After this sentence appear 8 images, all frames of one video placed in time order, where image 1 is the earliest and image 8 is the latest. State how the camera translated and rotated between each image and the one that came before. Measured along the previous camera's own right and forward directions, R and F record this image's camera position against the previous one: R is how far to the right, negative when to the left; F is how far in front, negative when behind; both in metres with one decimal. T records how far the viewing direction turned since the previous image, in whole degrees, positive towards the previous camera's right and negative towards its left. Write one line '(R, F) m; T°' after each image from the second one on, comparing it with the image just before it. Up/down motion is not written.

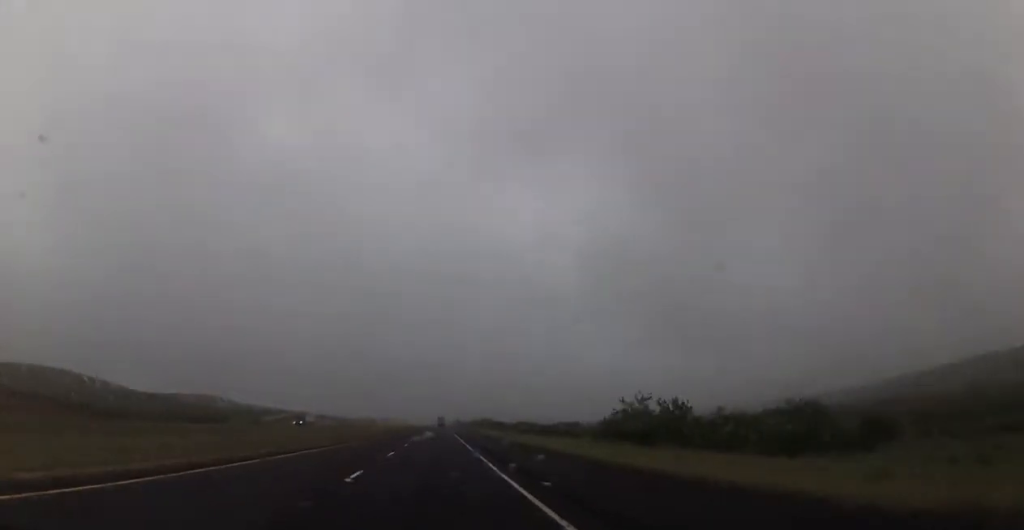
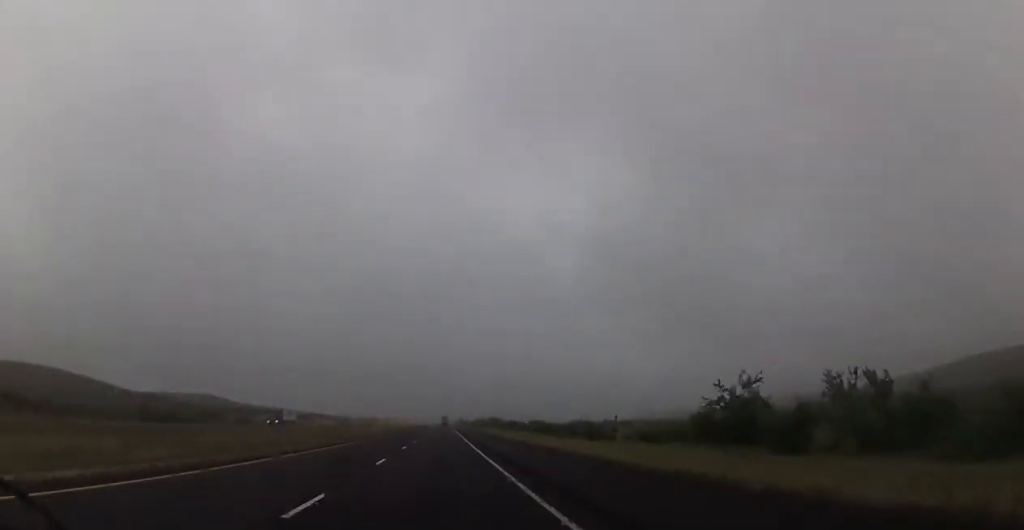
(-0.1, +18.4) m; 0°
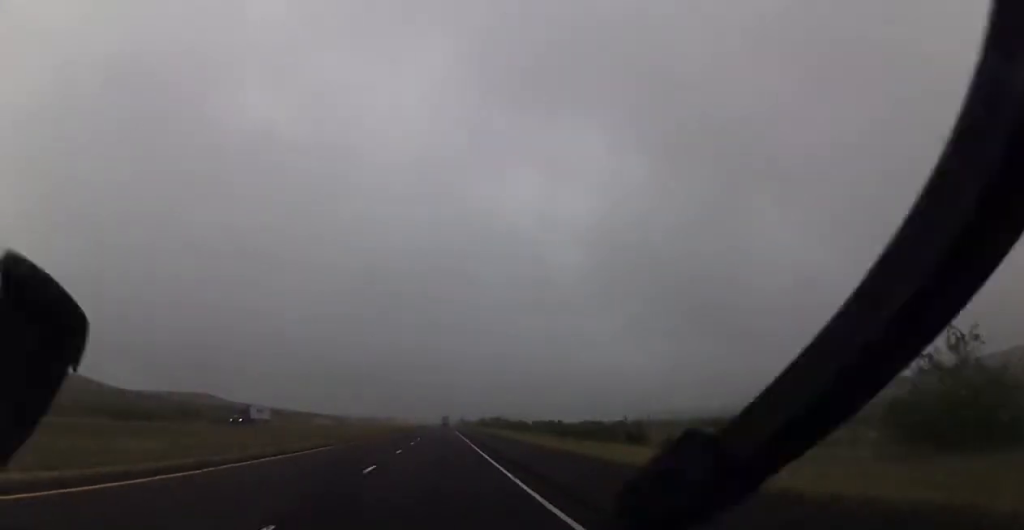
(-0.1, +16.1) m; 0°
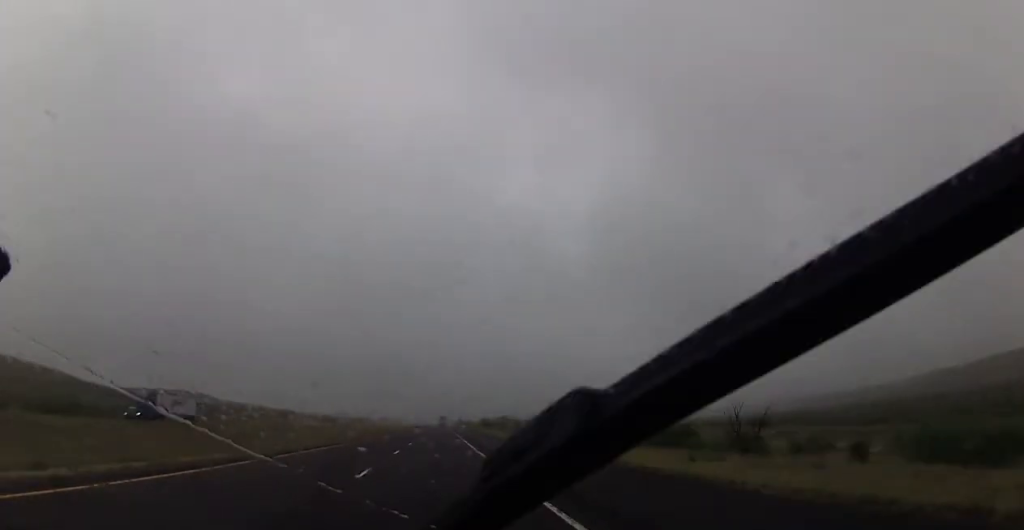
(0.0, +25.3) m; 0°
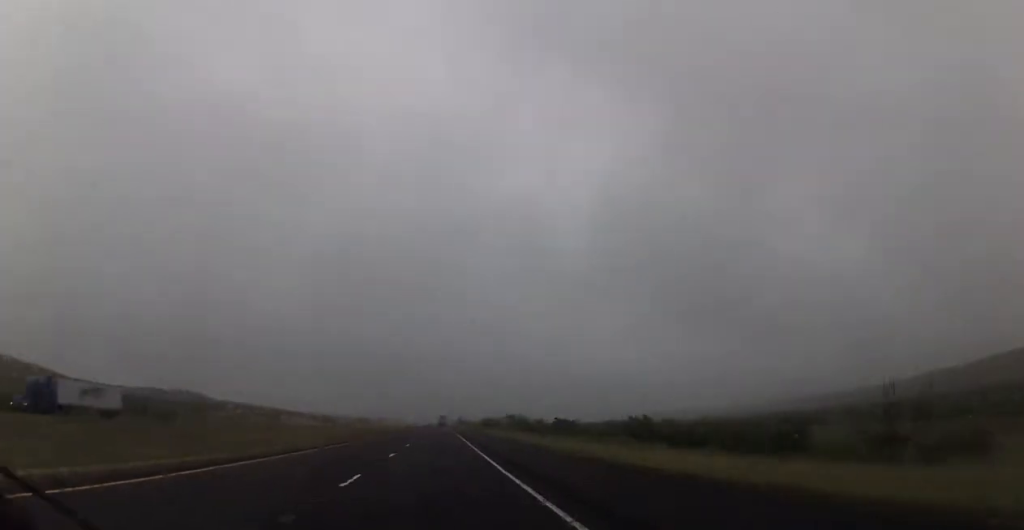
(0.0, +15.0) m; 0°
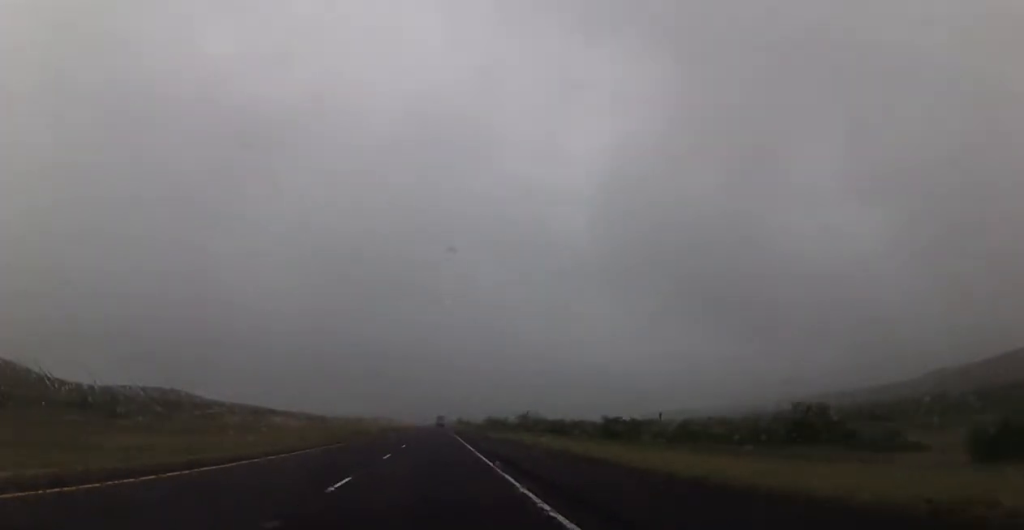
(0.0, +25.4) m; 0°
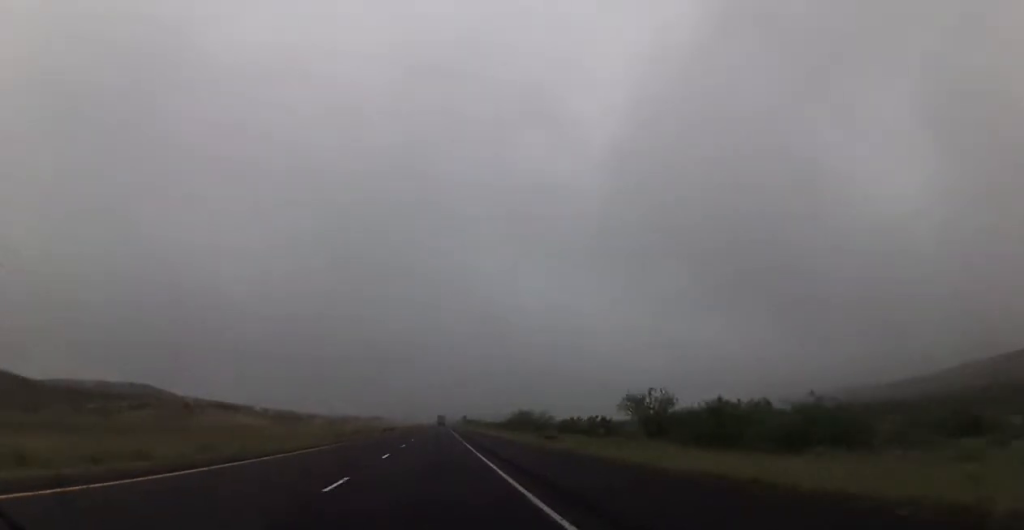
(0.0, +61.1) m; 0°
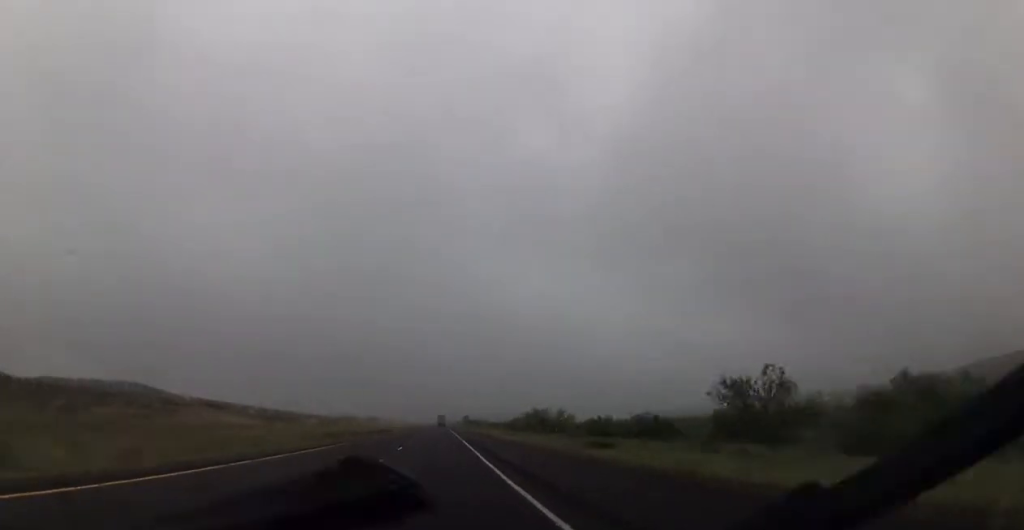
(0.0, +16.1) m; 0°
